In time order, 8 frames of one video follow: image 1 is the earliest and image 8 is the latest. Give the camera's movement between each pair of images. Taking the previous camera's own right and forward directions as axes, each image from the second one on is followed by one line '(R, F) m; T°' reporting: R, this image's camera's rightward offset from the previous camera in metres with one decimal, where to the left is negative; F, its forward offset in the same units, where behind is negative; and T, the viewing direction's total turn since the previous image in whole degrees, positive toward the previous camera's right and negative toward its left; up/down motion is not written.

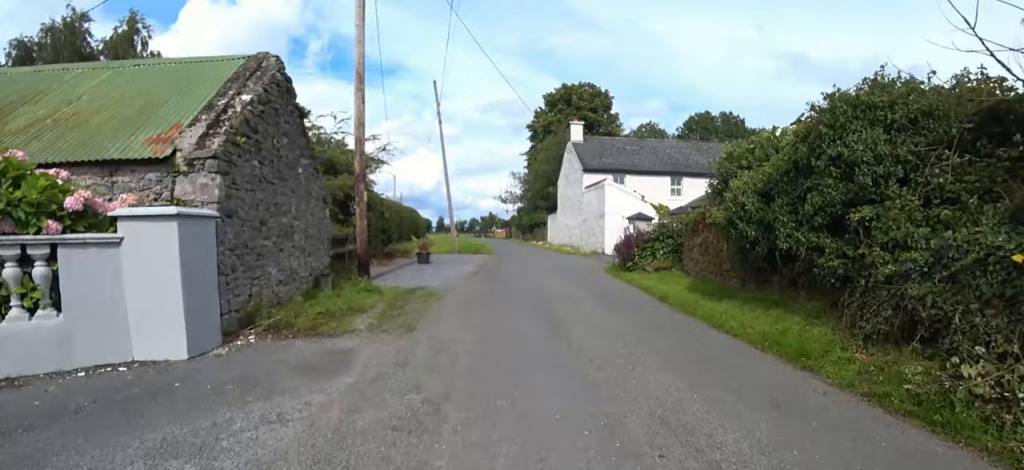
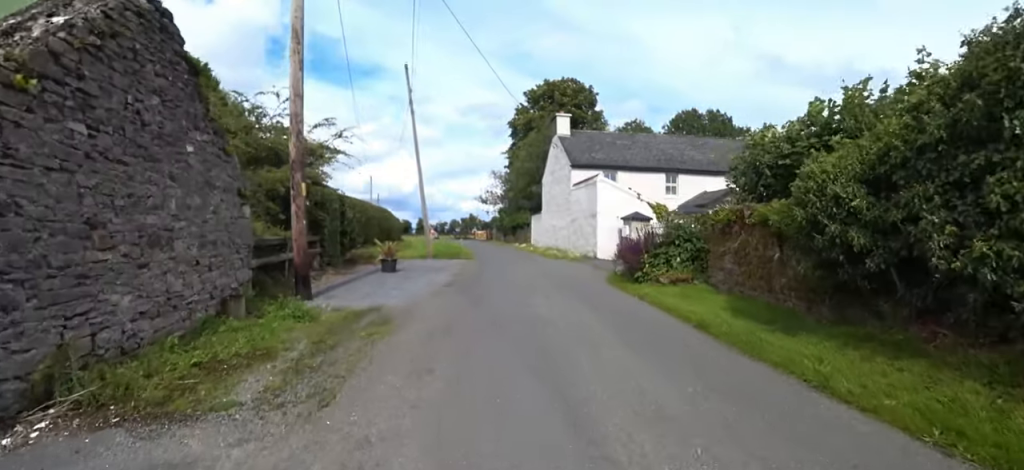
(0.0, +2.4) m; 0°
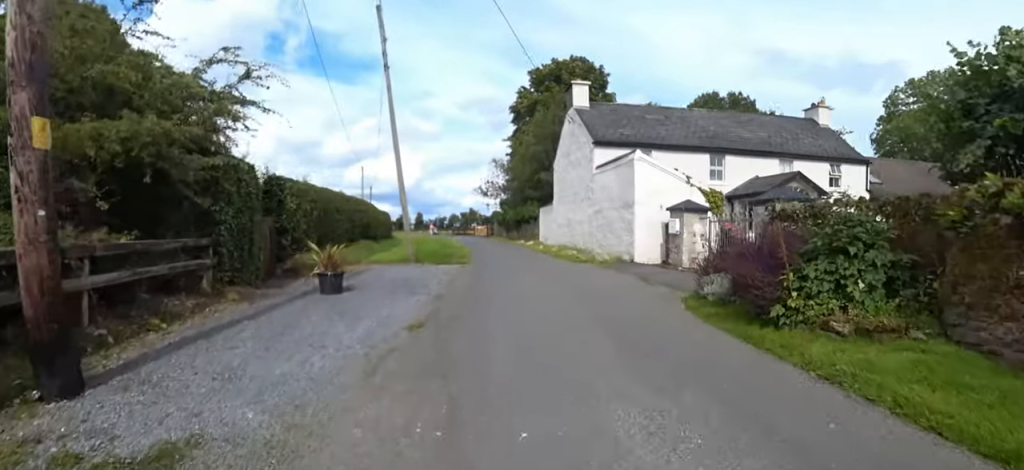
(0.0, +4.9) m; 0°
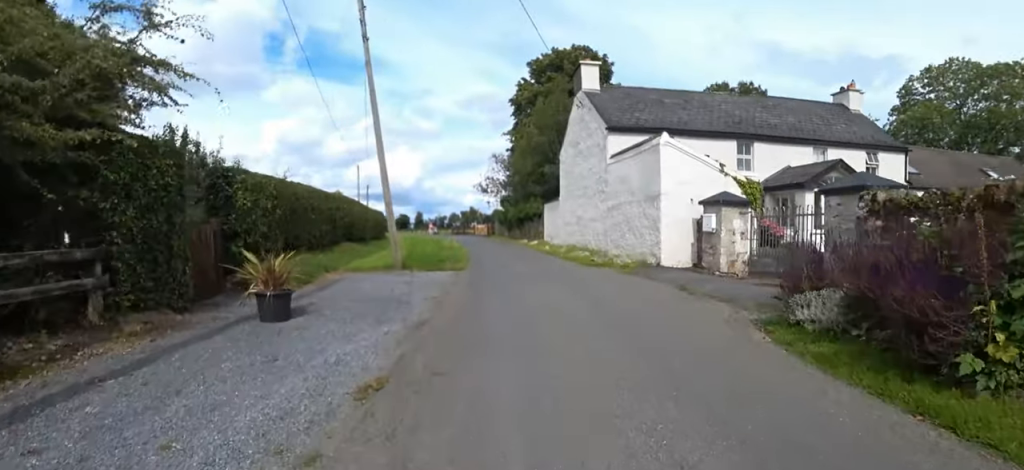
(0.0, +2.2) m; 0°
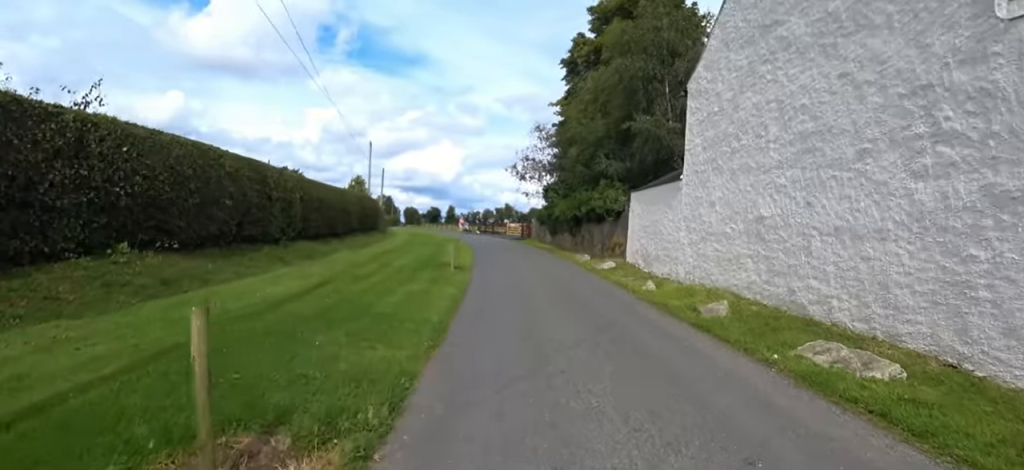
(-0.8, +11.6) m; -8°
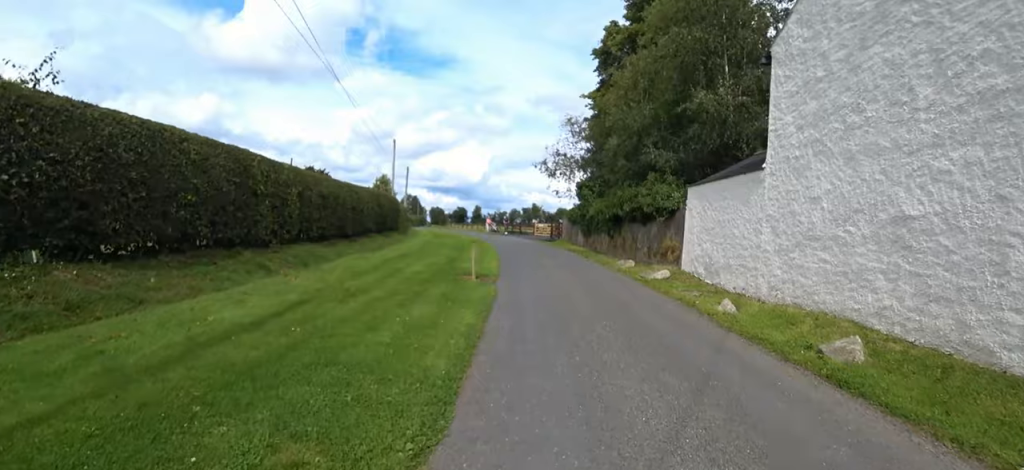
(-0.1, +1.9) m; 0°
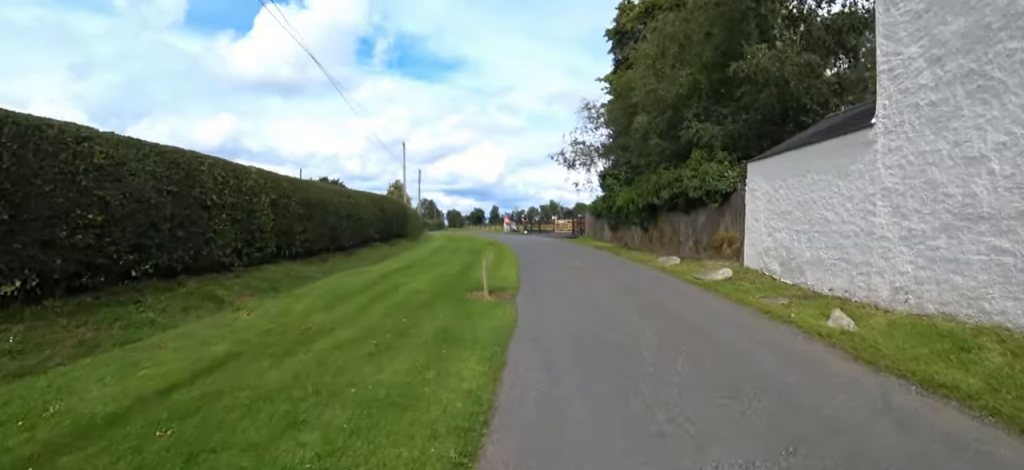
(+0.3, +2.0) m; 0°
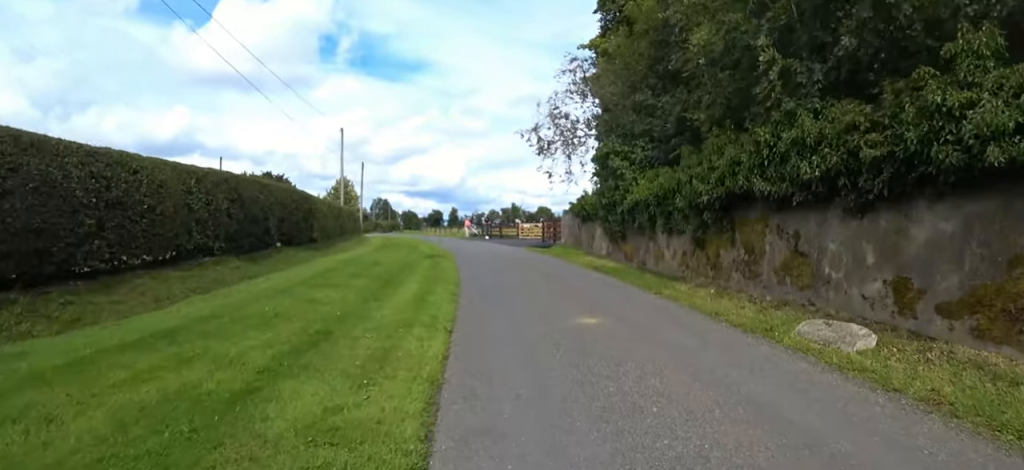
(-0.3, +6.5) m; 0°
